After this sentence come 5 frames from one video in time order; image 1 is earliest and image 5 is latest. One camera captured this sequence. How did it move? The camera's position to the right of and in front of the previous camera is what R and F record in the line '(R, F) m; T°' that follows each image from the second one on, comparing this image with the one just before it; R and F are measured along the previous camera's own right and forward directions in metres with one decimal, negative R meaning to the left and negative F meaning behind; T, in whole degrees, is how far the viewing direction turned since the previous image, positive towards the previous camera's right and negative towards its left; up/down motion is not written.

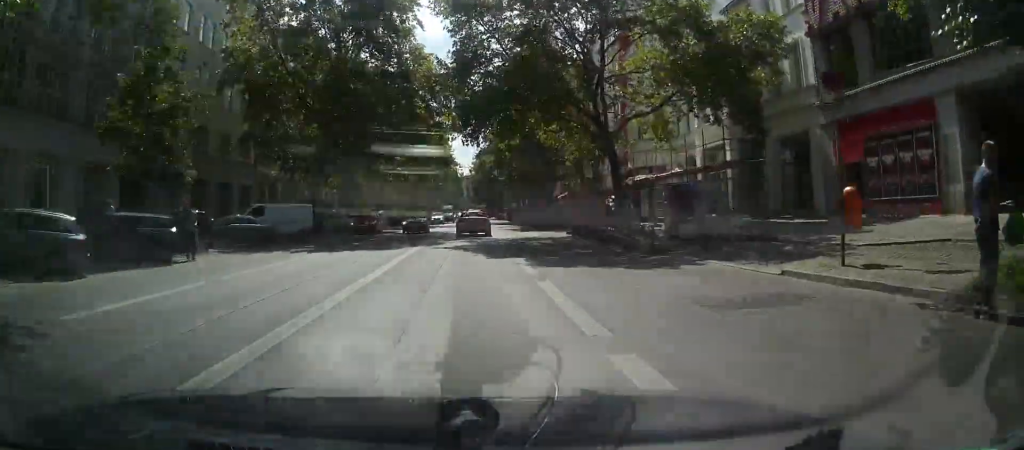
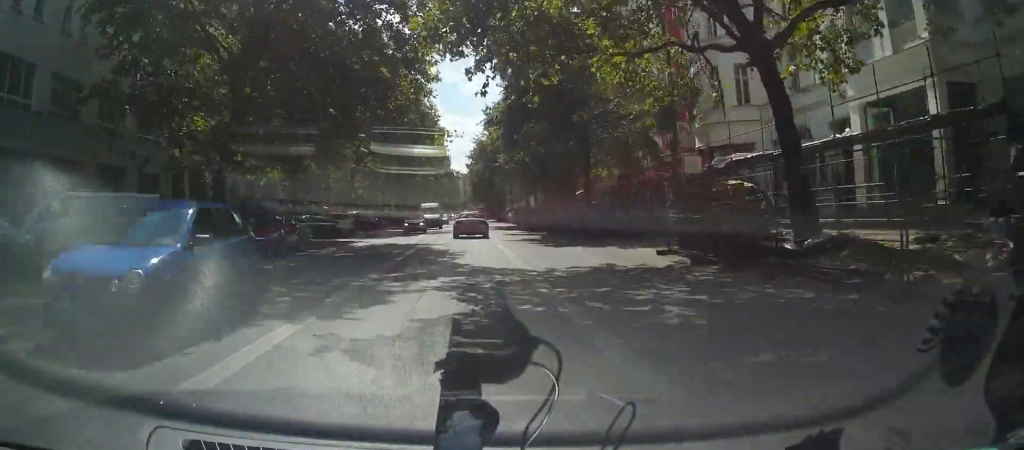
(+0.2, +16.9) m; +1°
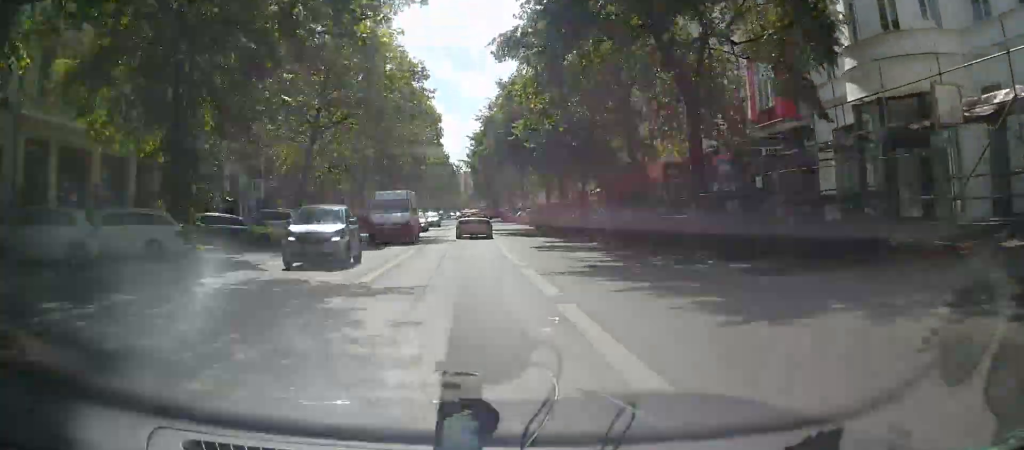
(0.0, +16.0) m; 0°
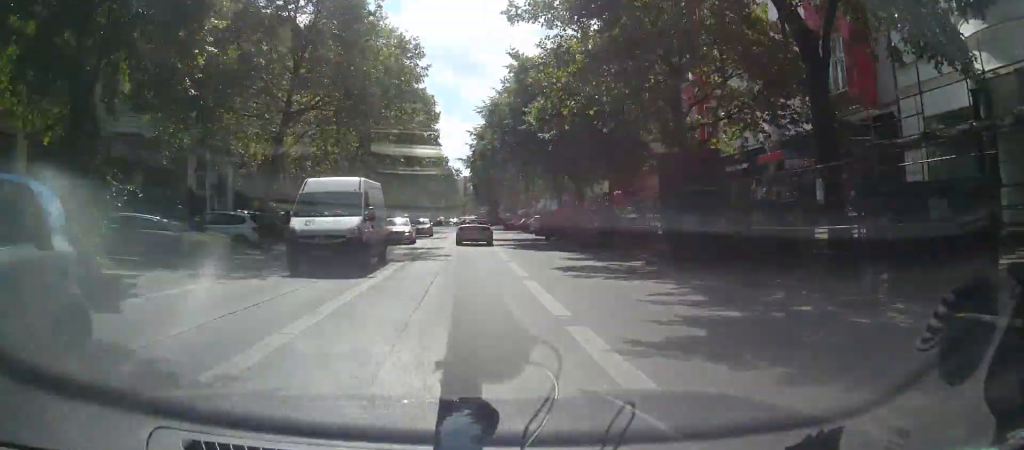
(0.0, +6.7) m; 0°
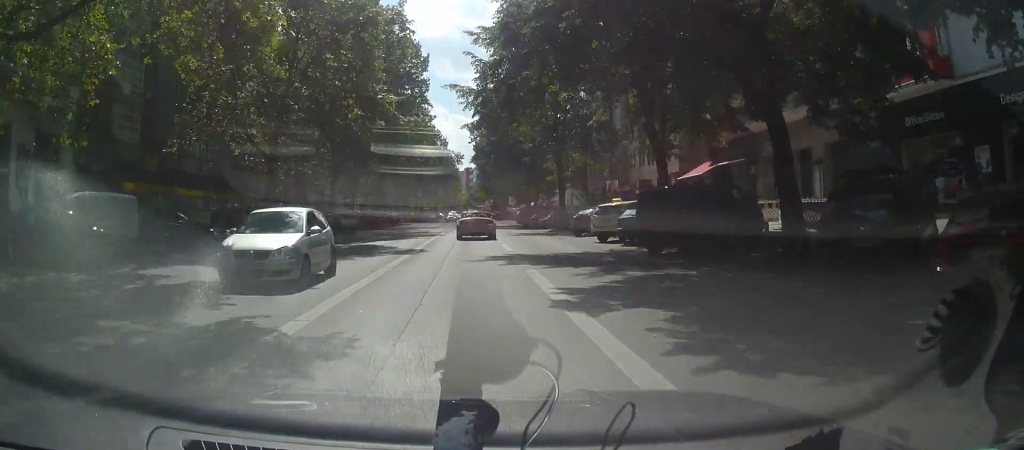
(-0.4, +21.8) m; -2°
